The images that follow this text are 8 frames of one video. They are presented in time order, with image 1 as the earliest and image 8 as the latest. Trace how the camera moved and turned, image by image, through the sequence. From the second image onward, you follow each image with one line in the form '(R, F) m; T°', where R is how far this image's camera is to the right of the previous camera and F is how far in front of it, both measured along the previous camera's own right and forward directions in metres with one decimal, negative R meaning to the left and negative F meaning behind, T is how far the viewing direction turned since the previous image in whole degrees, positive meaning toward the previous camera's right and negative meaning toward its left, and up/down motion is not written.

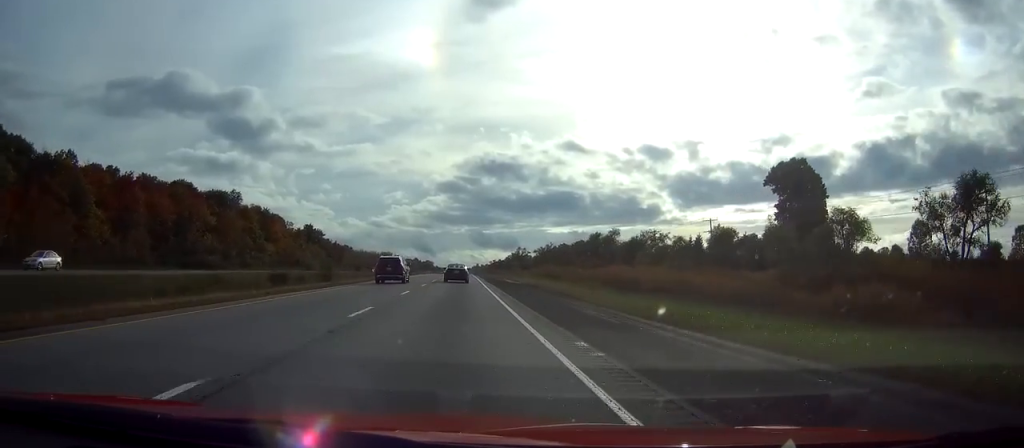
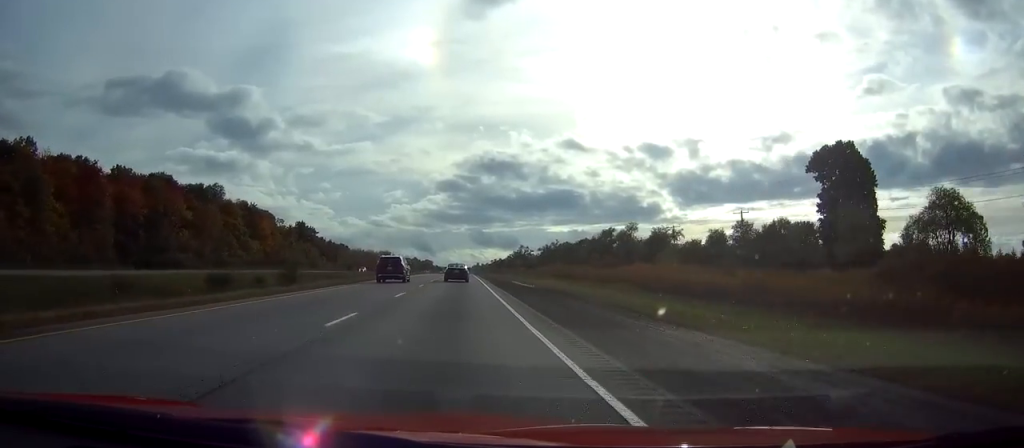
(0.0, +14.7) m; 0°
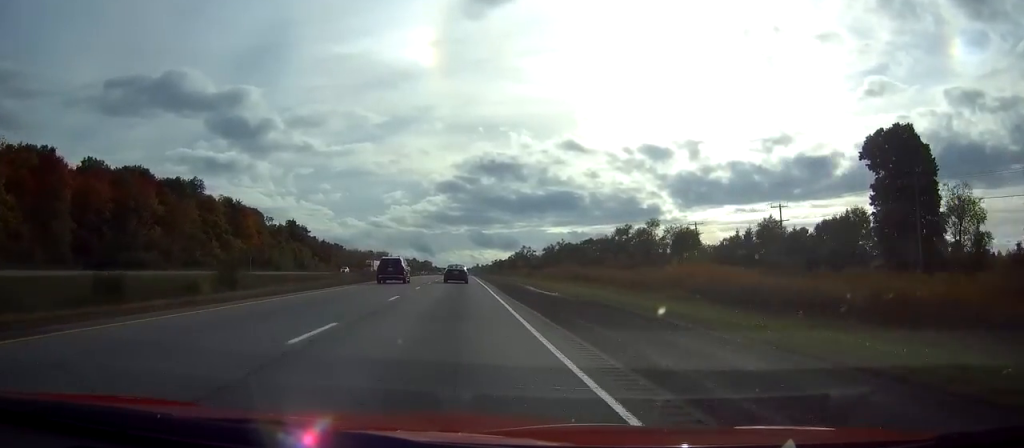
(0.0, +14.7) m; 0°
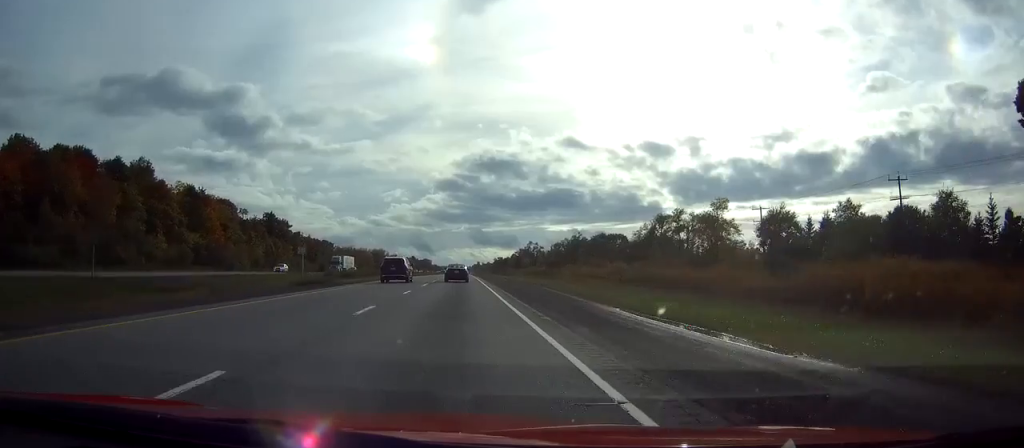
(0.0, +30.5) m; 0°
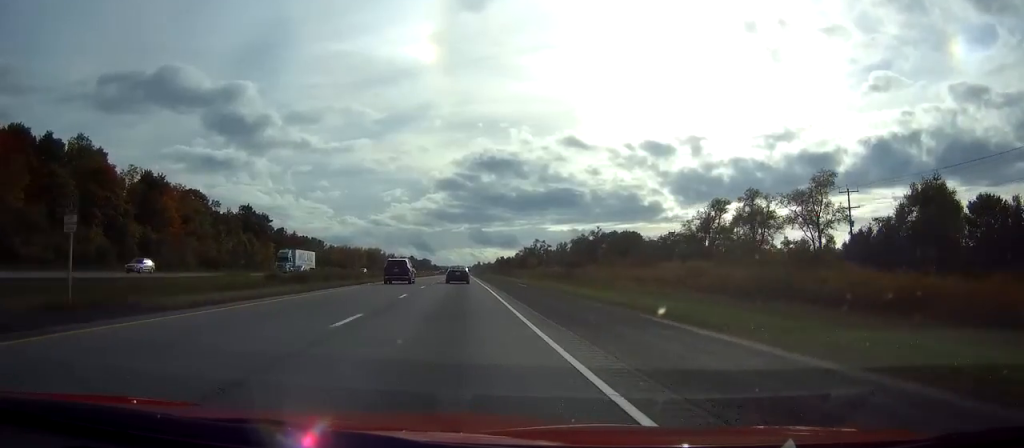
(0.0, +26.0) m; 0°
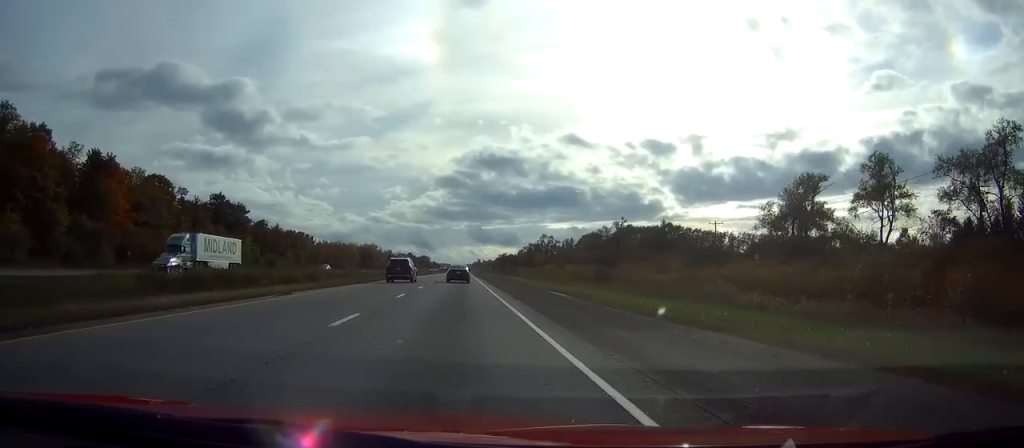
(0.0, +24.9) m; 0°
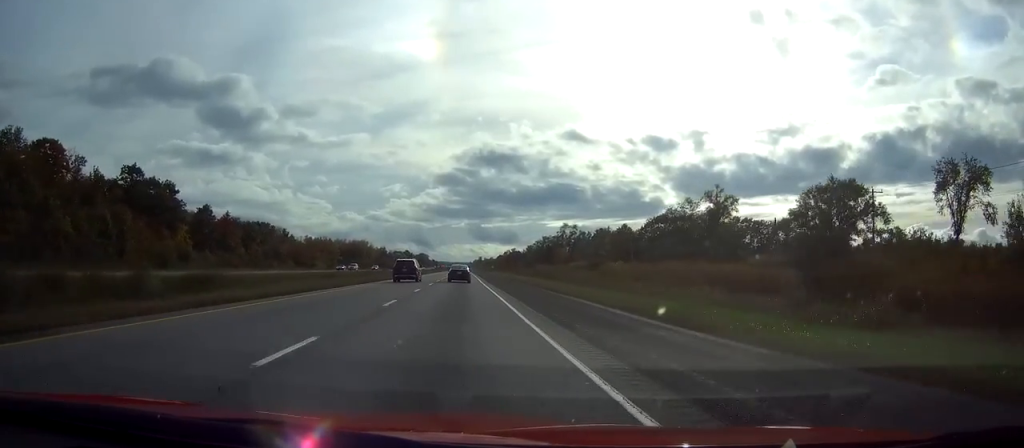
(0.0, +52.2) m; 0°
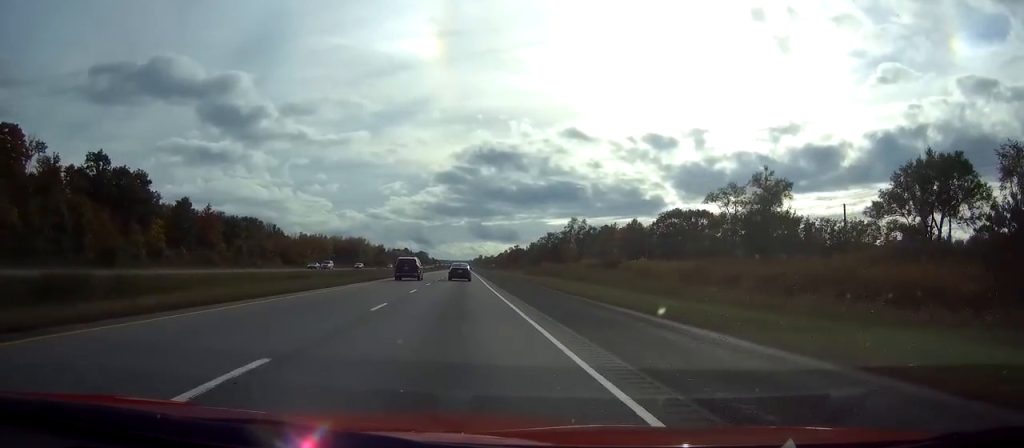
(0.0, +14.7) m; 0°
